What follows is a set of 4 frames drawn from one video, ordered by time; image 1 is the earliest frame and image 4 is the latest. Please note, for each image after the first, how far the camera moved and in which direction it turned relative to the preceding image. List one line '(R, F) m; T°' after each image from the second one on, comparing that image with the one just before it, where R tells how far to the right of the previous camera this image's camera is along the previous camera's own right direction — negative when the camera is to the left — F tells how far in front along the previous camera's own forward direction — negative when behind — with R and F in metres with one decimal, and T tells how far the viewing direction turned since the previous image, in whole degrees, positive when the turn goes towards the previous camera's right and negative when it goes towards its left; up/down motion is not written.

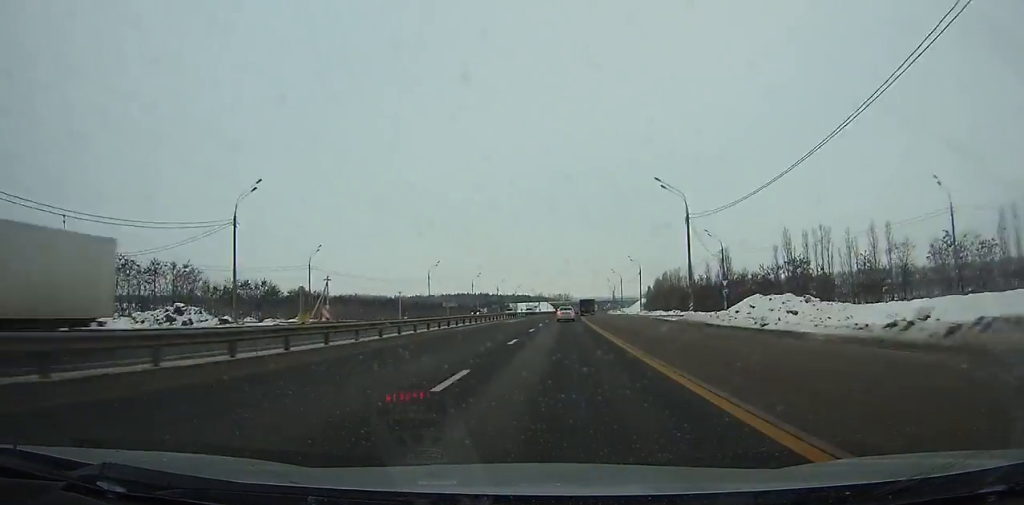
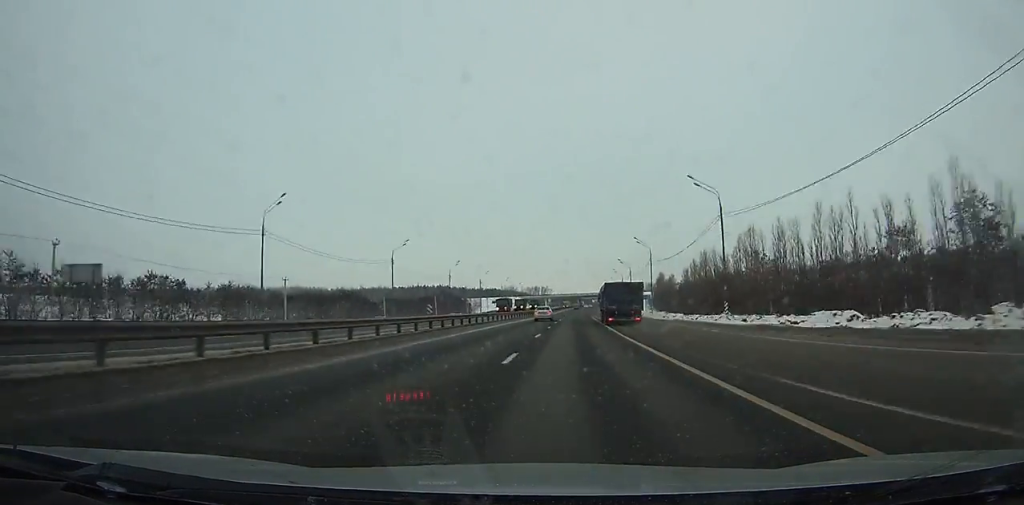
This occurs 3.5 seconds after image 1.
(+2.1, +103.3) m; +3°
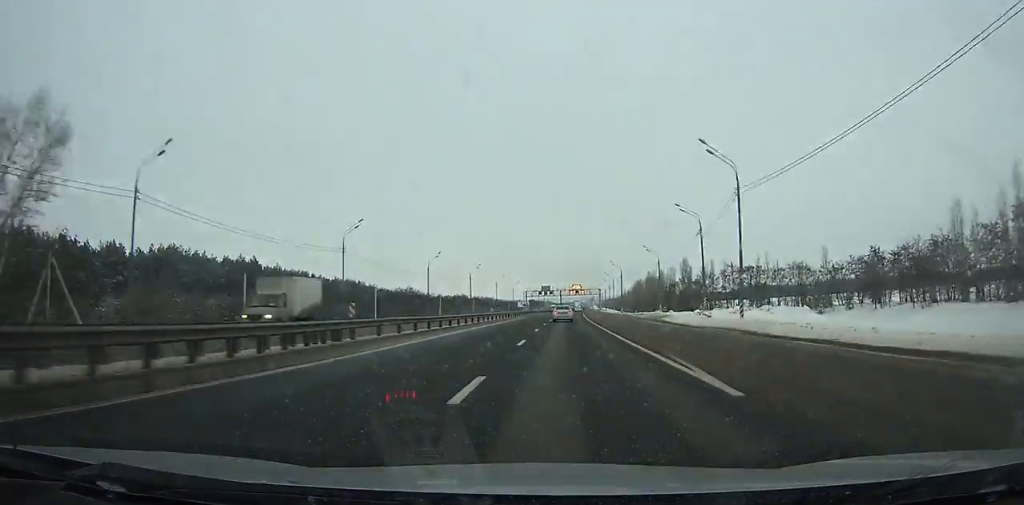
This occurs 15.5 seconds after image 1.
(+18.9, +370.1) m; +6°
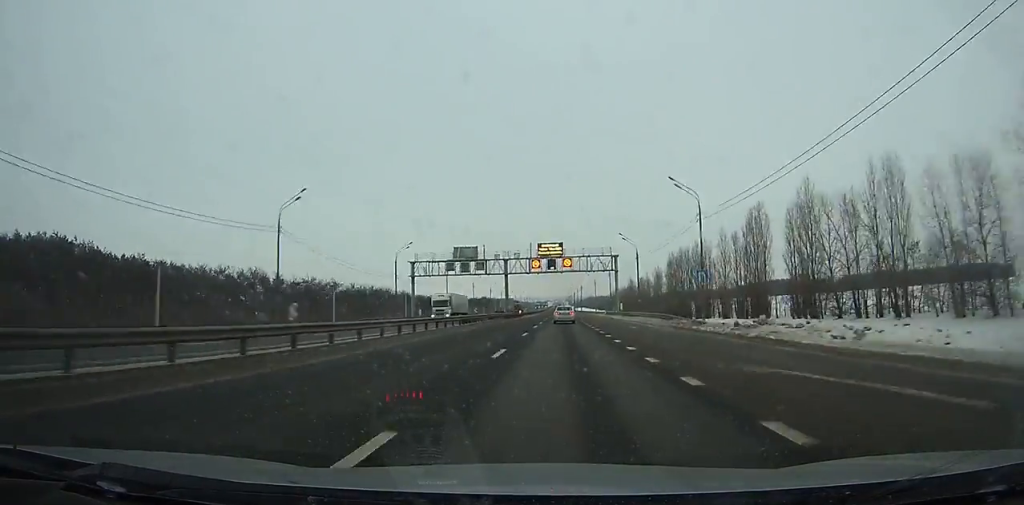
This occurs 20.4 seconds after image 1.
(+4.1, +156.0) m; +2°
